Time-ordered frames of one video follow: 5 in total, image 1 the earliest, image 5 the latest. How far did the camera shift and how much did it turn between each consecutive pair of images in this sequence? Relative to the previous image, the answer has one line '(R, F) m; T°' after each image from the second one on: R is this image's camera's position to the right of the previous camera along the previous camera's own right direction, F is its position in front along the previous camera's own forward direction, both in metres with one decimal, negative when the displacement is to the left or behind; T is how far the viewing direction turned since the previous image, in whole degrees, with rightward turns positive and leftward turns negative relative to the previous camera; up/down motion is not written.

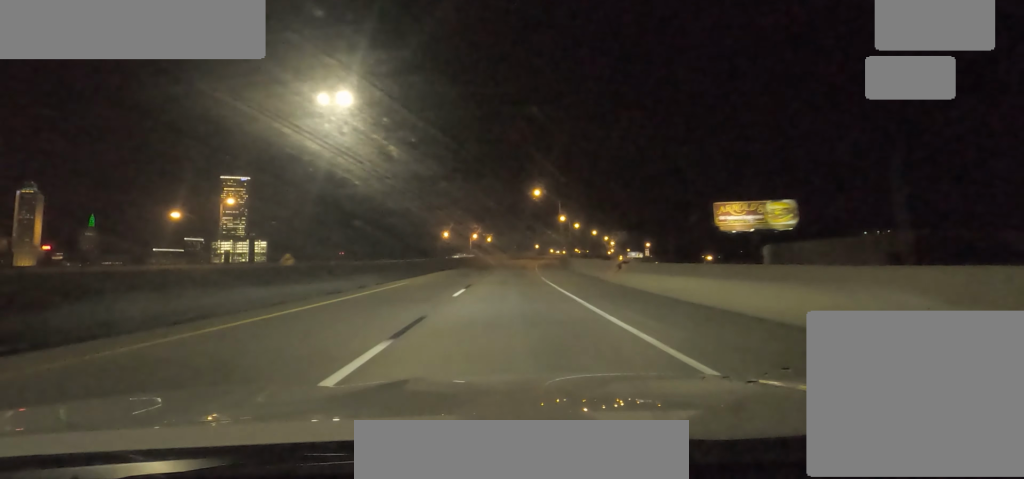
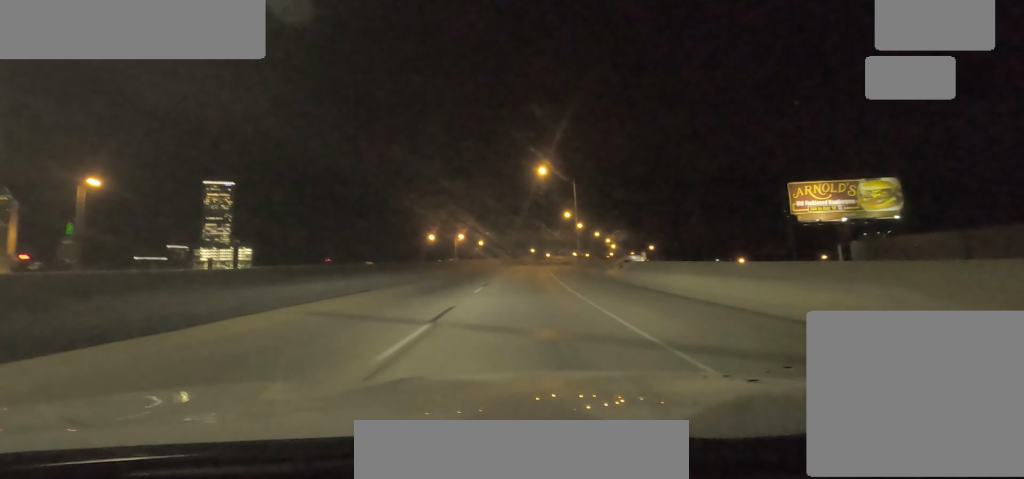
(-0.5, +27.8) m; 0°
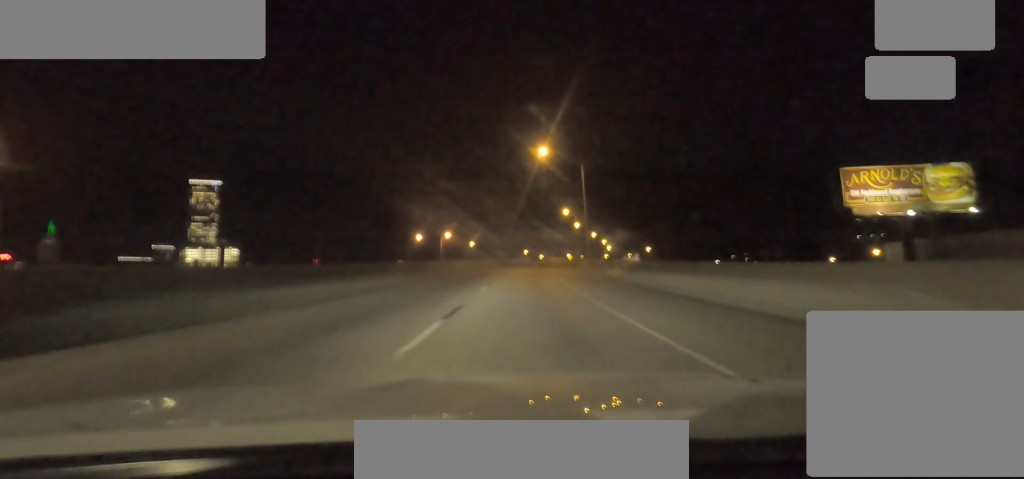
(-0.1, +13.2) m; +2°
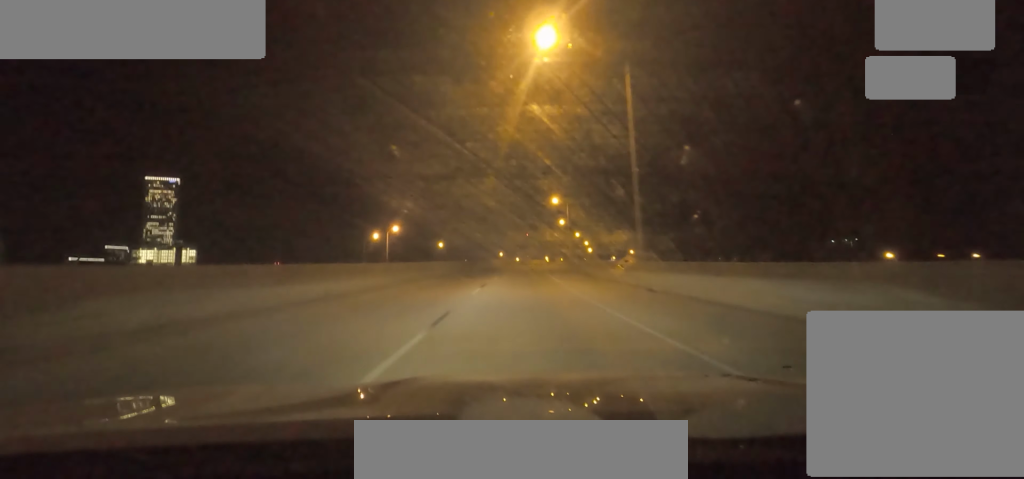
(+1.9, +29.2) m; +5°
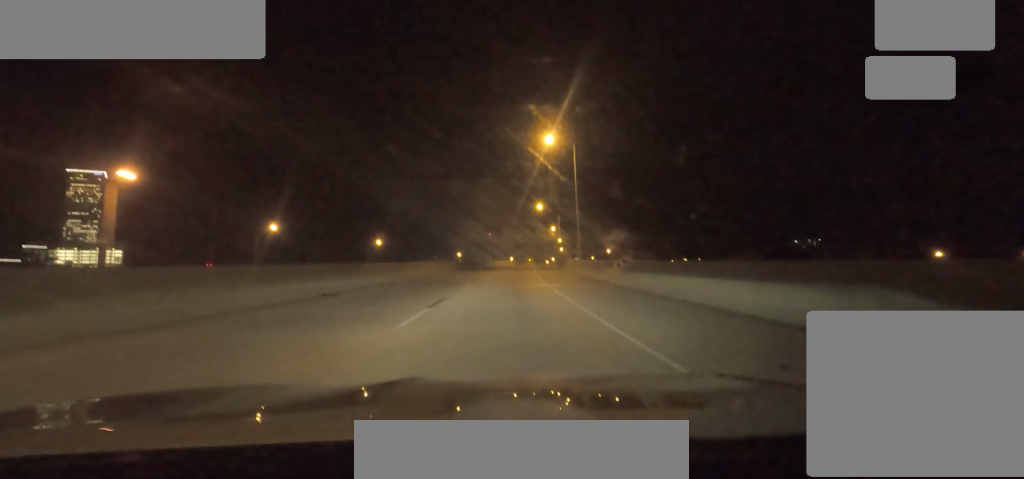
(+0.1, +49.0) m; +1°
